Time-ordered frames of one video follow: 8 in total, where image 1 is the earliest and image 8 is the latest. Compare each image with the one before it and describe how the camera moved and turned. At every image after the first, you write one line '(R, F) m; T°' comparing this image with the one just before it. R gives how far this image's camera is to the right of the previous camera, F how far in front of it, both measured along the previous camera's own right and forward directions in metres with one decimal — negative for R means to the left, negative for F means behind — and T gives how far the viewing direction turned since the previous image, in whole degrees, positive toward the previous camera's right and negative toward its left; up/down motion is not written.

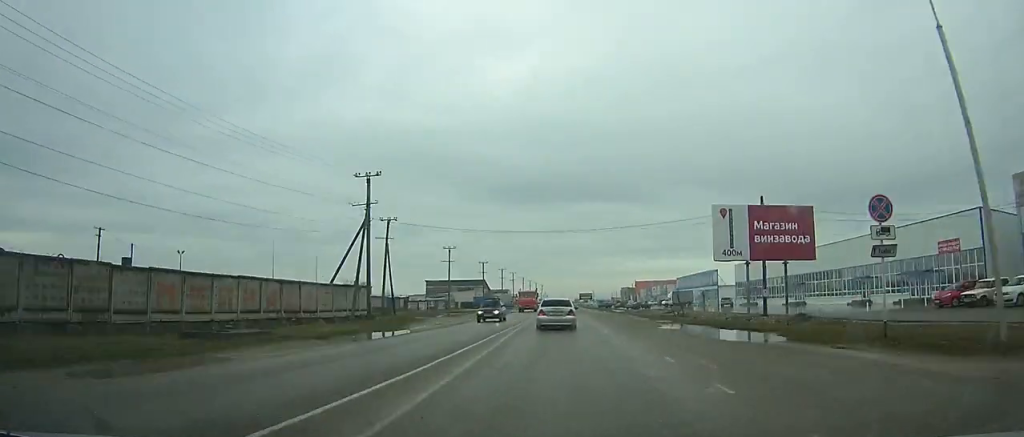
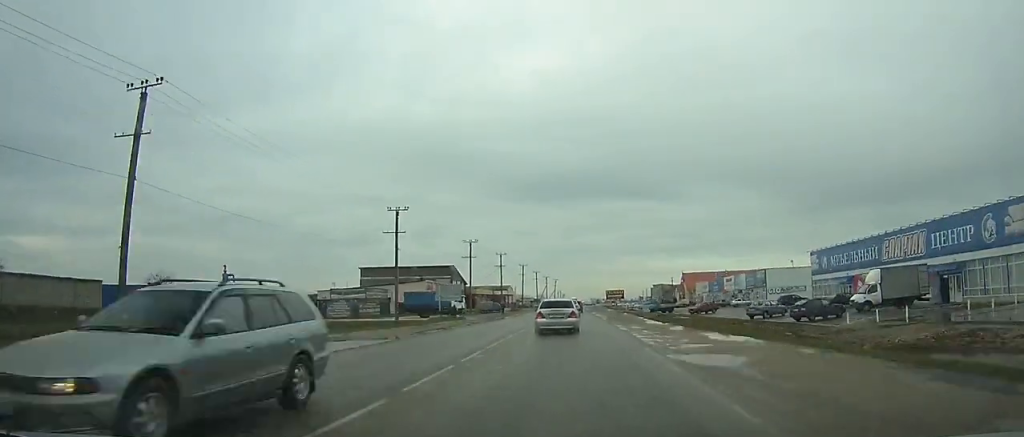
(-1.5, +77.3) m; -2°
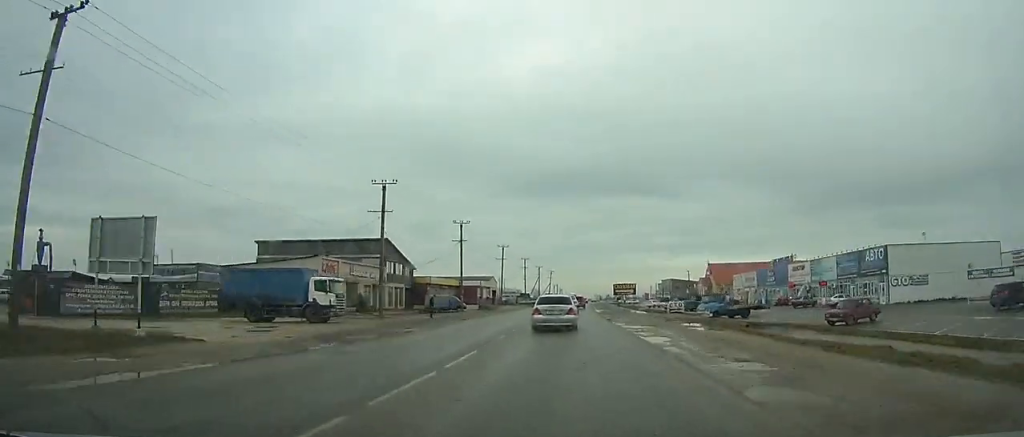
(-0.1, +40.1) m; 0°
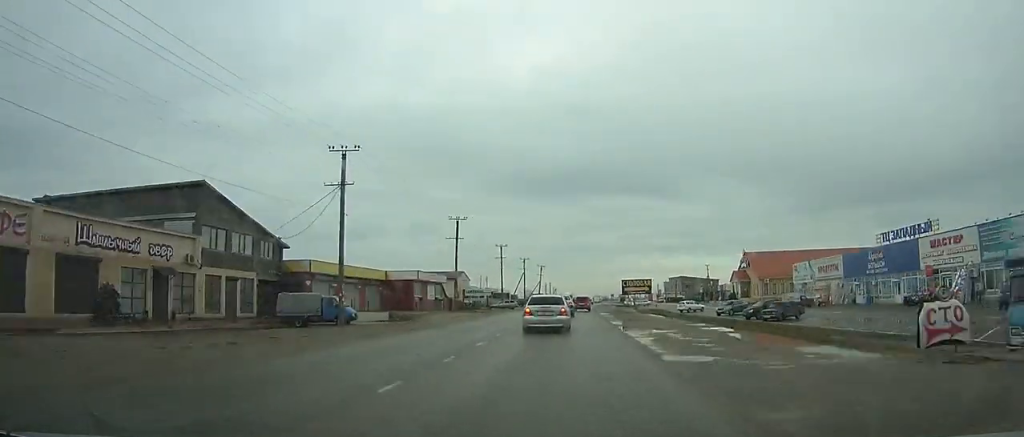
(+0.1, +37.4) m; 0°
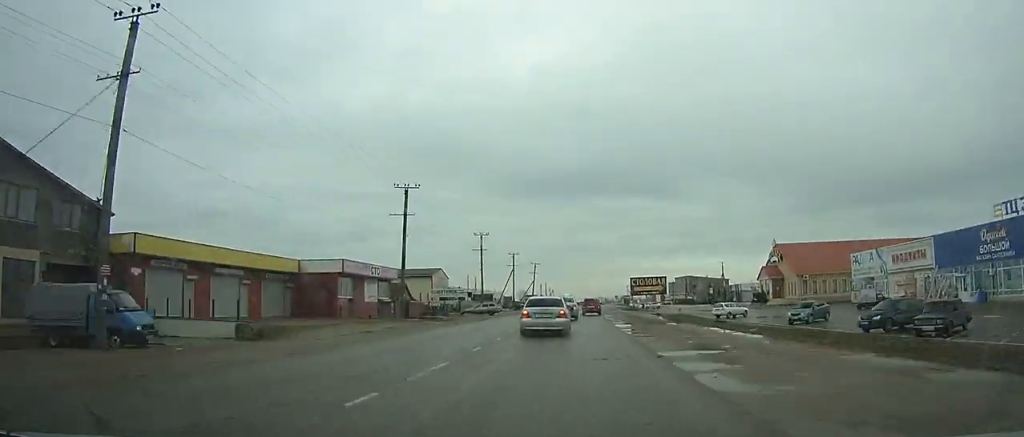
(0.0, +19.9) m; 0°
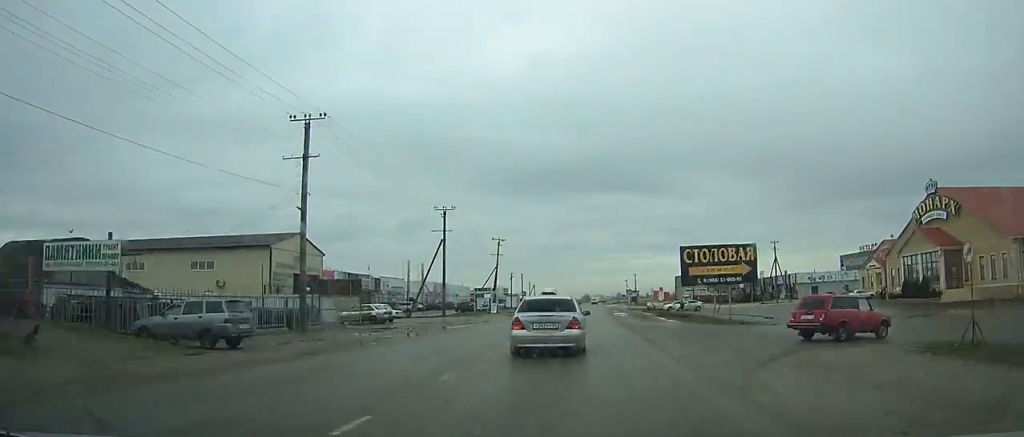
(+0.7, +54.2) m; +2°
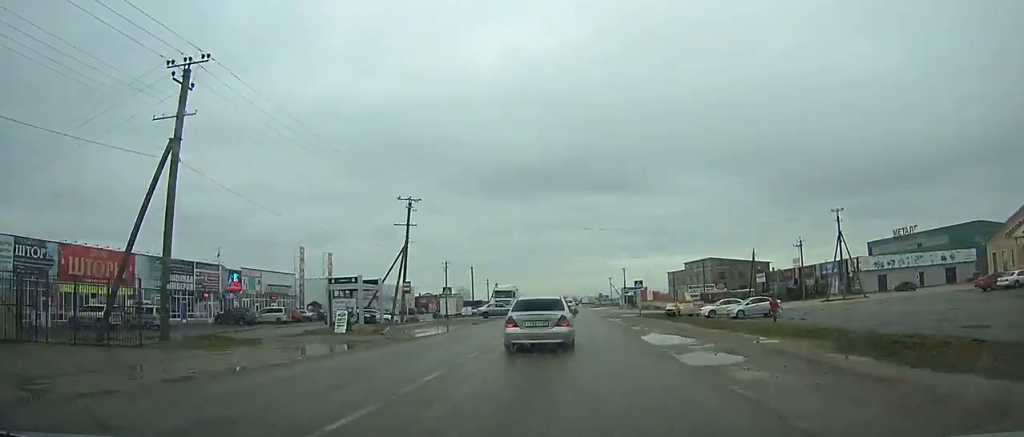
(+0.6, +41.8) m; +1°
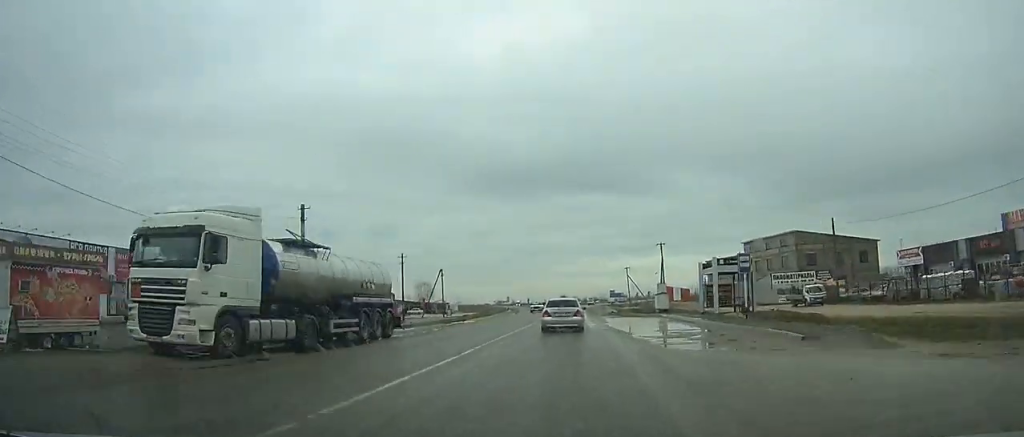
(0.0, +65.3) m; 0°
